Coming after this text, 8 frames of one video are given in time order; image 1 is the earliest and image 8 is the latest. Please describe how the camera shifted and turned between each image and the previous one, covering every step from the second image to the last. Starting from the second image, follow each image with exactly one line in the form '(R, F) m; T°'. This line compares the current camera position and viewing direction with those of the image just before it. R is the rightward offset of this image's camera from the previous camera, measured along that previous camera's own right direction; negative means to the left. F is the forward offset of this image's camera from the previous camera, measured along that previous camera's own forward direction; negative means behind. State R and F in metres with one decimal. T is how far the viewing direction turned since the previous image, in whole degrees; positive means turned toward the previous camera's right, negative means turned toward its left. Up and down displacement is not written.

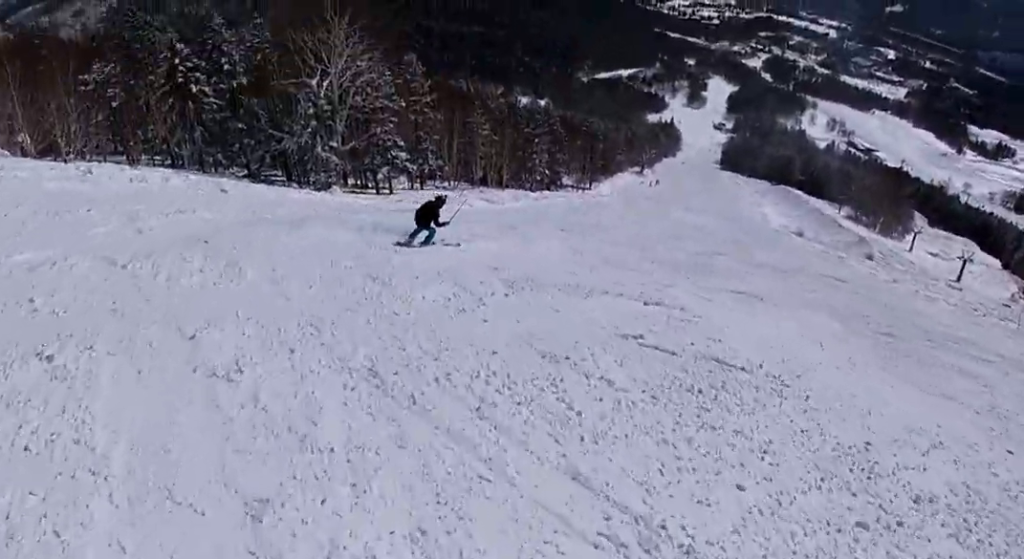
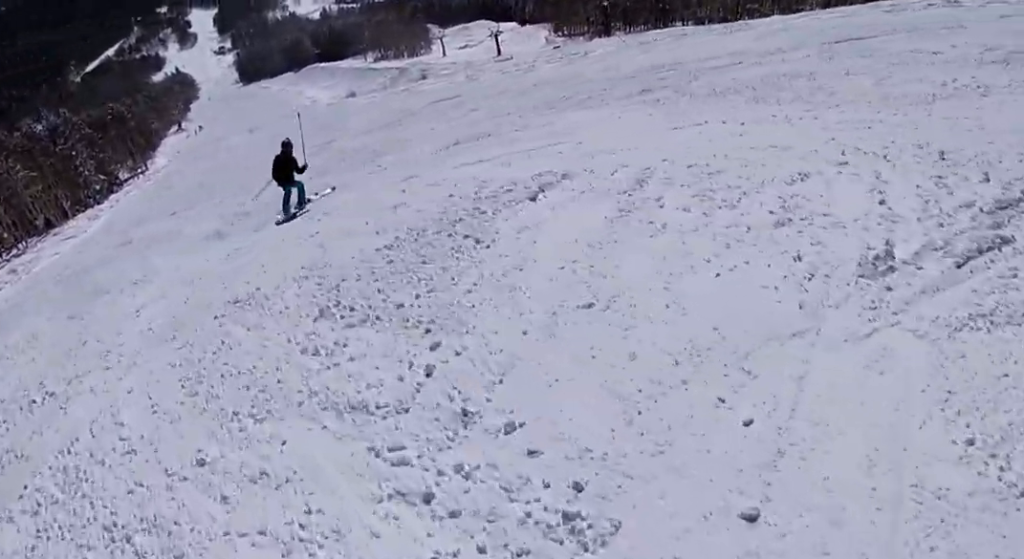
(+0.2, +5.0) m; +17°
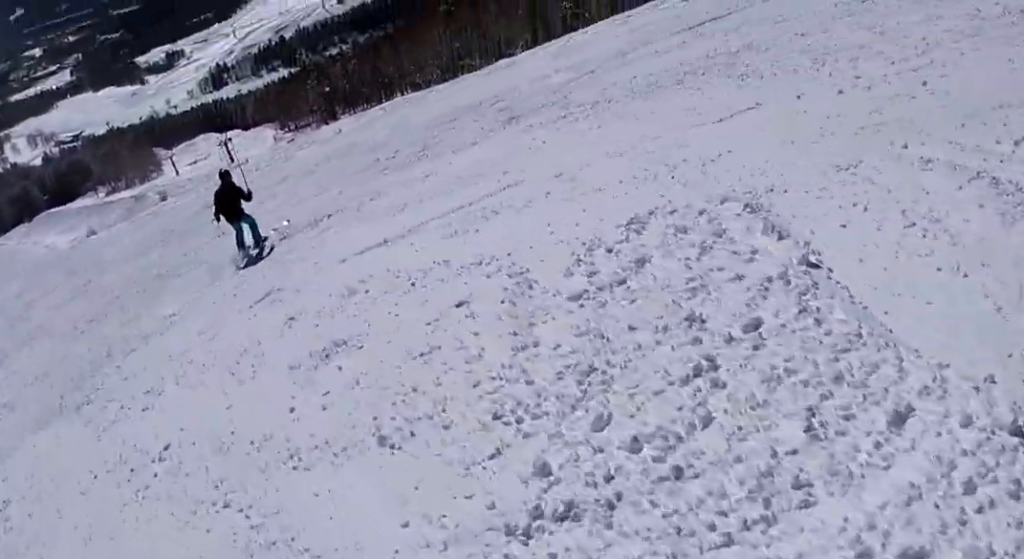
(+0.8, +3.9) m; +17°
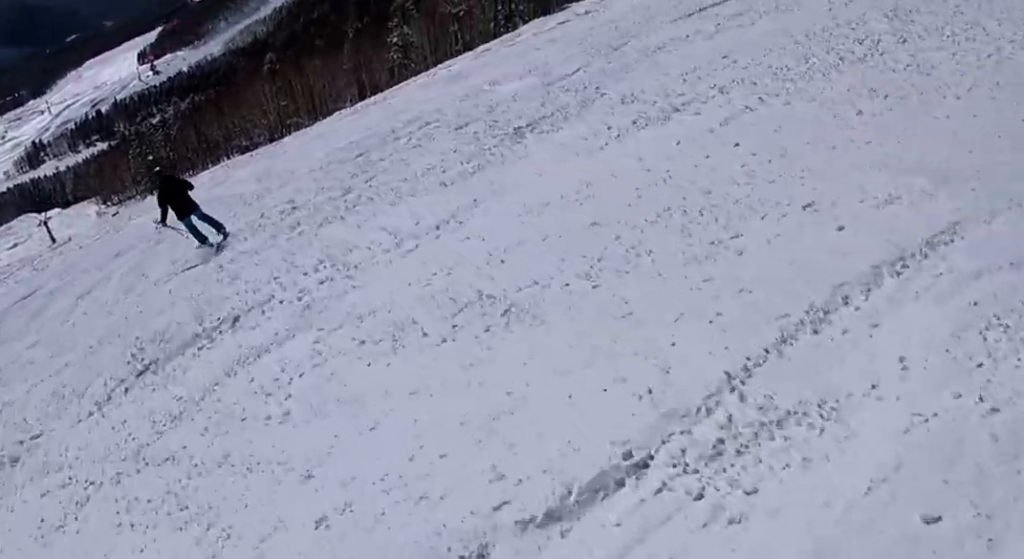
(+0.7, +4.3) m; +10°
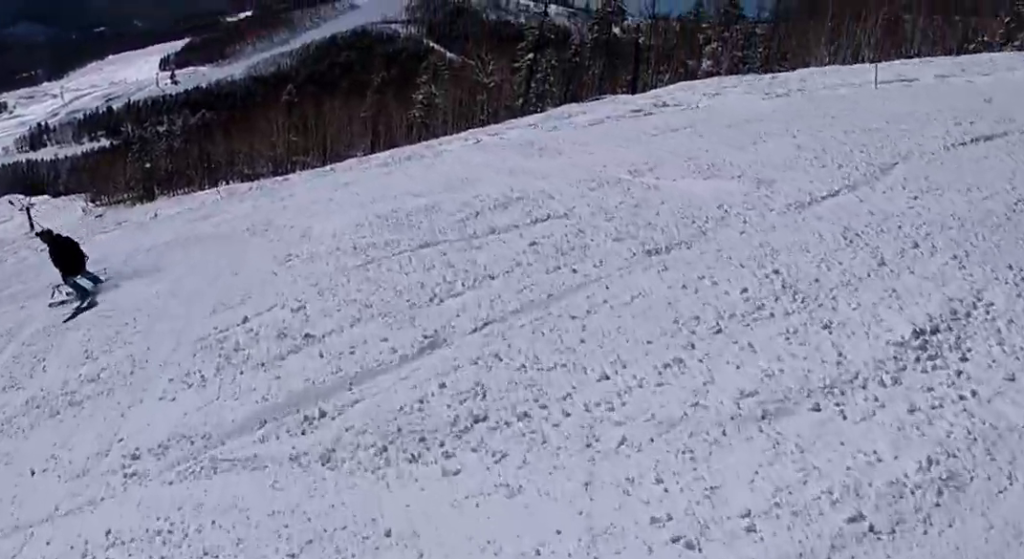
(+0.3, +4.2) m; -2°
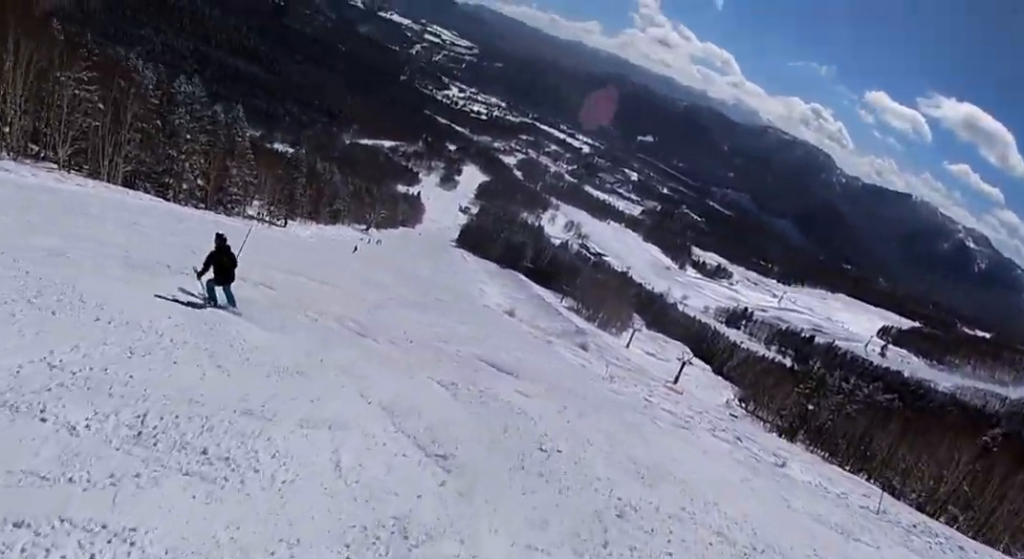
(-2.0, +6.7) m; -45°
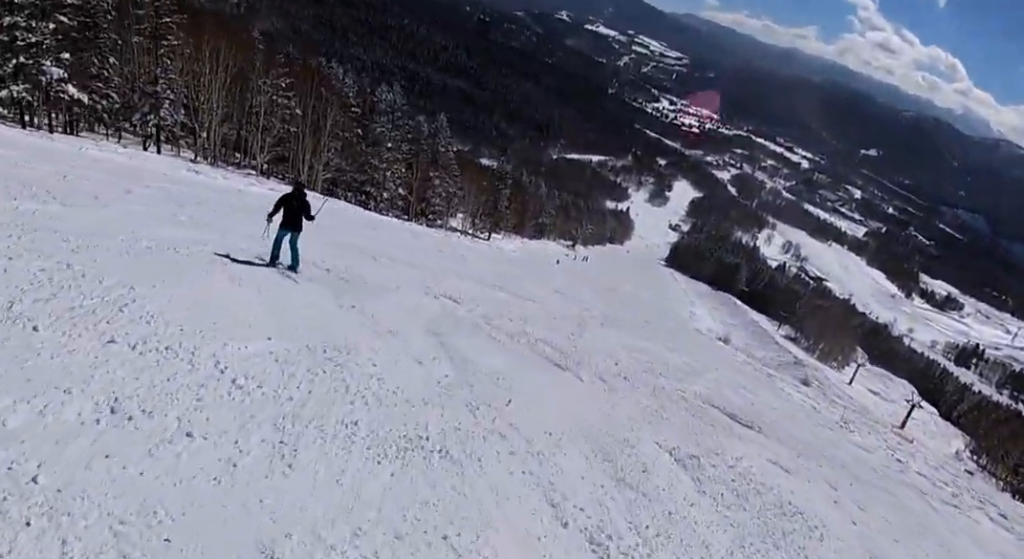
(-0.4, +3.0) m; -21°
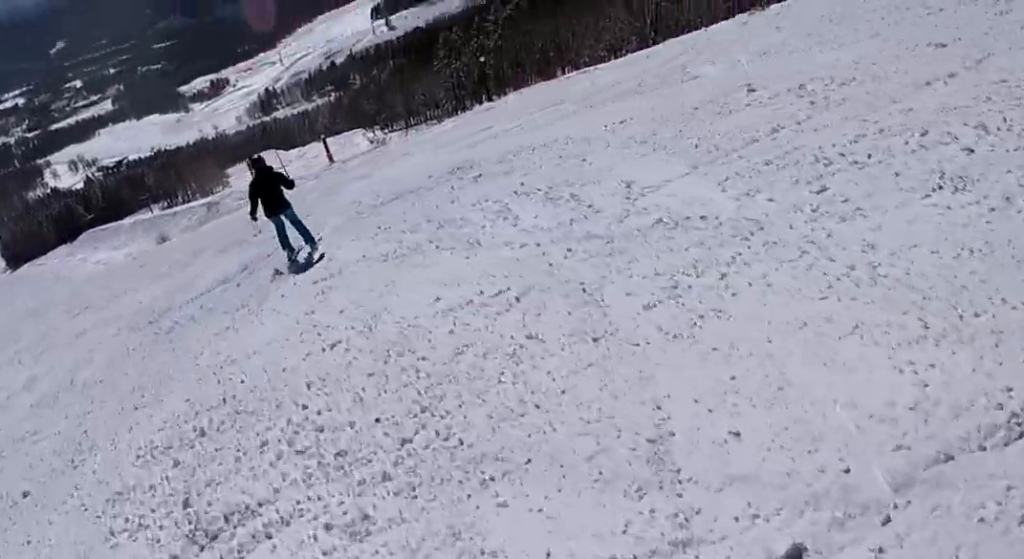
(+6.4, +17.1) m; +57°
